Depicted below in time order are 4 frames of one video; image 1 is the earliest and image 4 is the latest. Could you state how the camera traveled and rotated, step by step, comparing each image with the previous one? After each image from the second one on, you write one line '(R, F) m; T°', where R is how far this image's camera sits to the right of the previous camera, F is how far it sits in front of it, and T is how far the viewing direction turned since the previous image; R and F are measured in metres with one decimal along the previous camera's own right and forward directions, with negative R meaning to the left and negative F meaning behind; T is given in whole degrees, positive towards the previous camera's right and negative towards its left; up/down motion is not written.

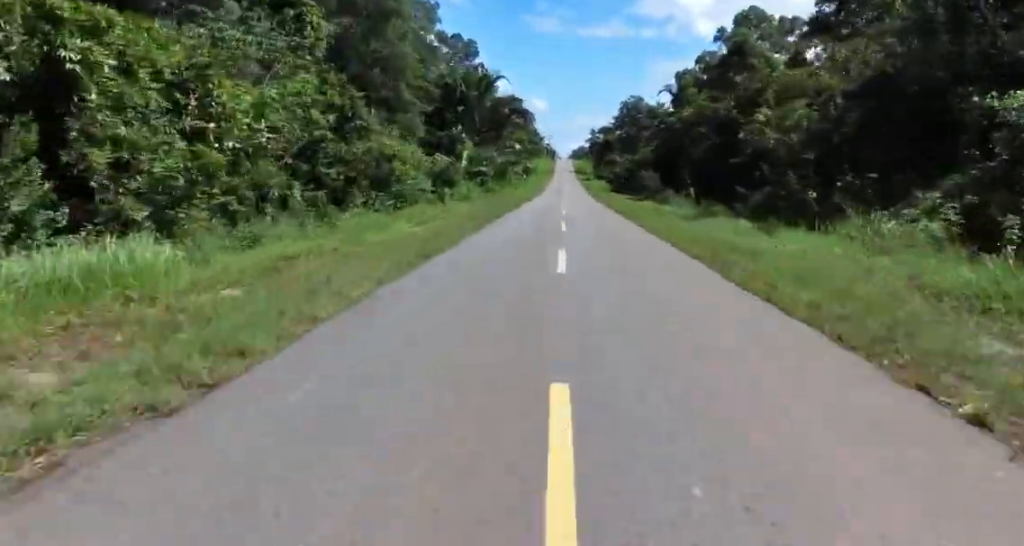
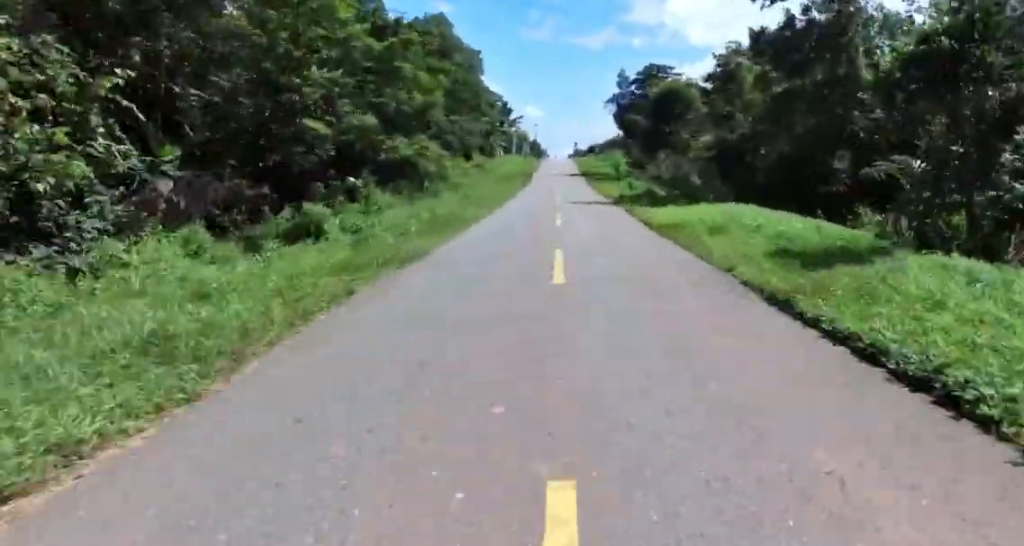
(-2.2, +82.8) m; -2°
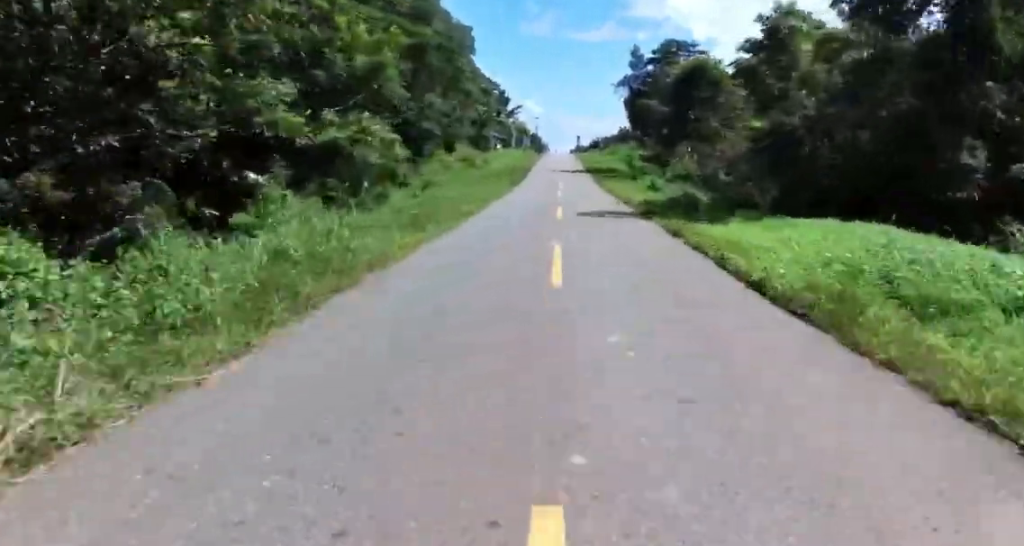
(+0.2, +9.1) m; 0°
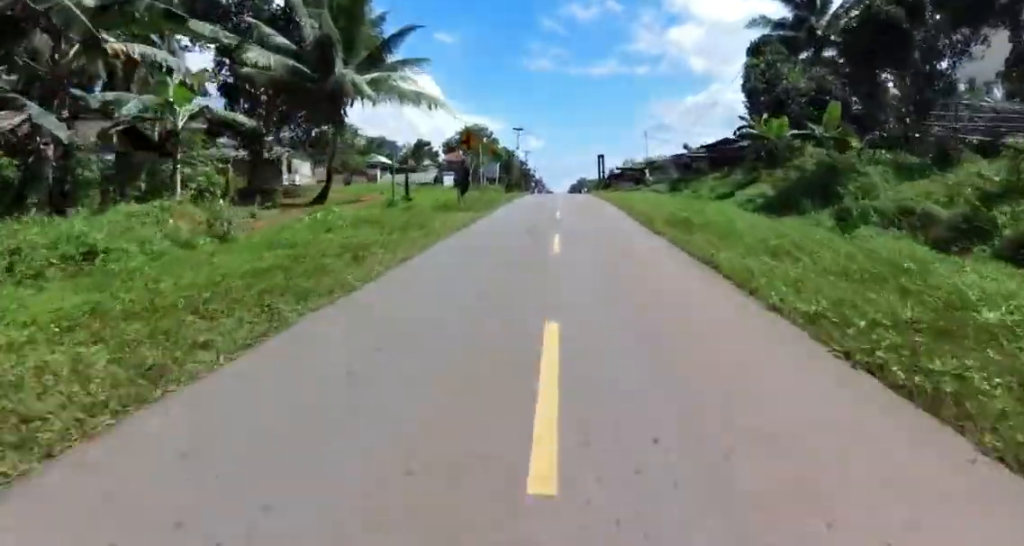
(+2.6, +70.3) m; +2°
